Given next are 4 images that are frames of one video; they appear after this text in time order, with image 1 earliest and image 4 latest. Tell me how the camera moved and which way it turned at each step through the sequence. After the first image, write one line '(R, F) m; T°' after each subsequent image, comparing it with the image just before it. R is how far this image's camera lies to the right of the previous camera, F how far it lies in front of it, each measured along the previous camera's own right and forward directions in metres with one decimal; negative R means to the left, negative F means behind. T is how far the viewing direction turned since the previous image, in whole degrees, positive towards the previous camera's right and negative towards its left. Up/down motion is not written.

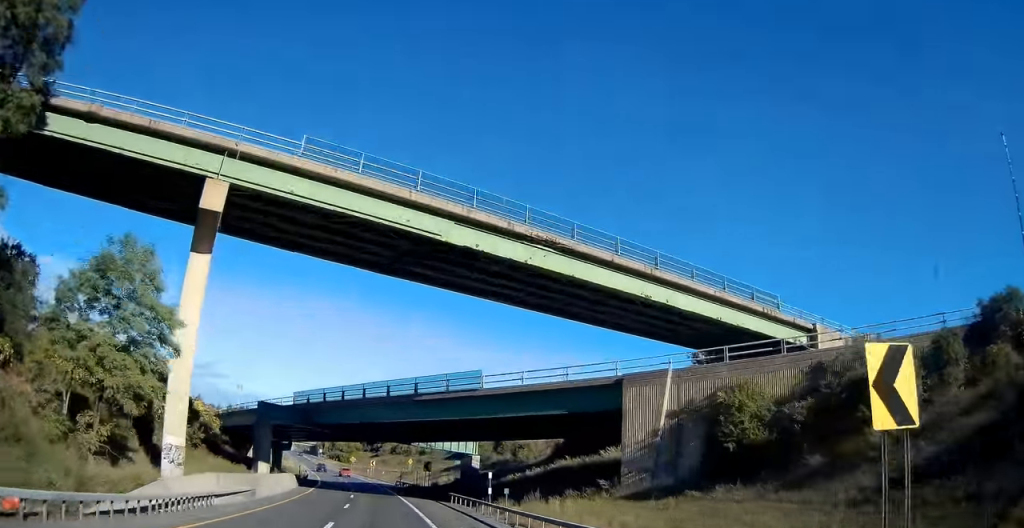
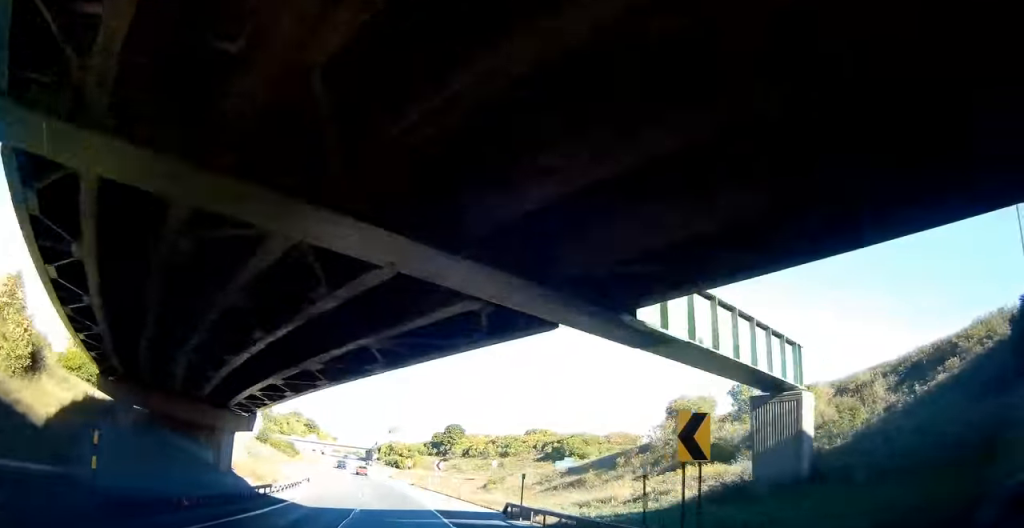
(-2.8, +52.0) m; -6°
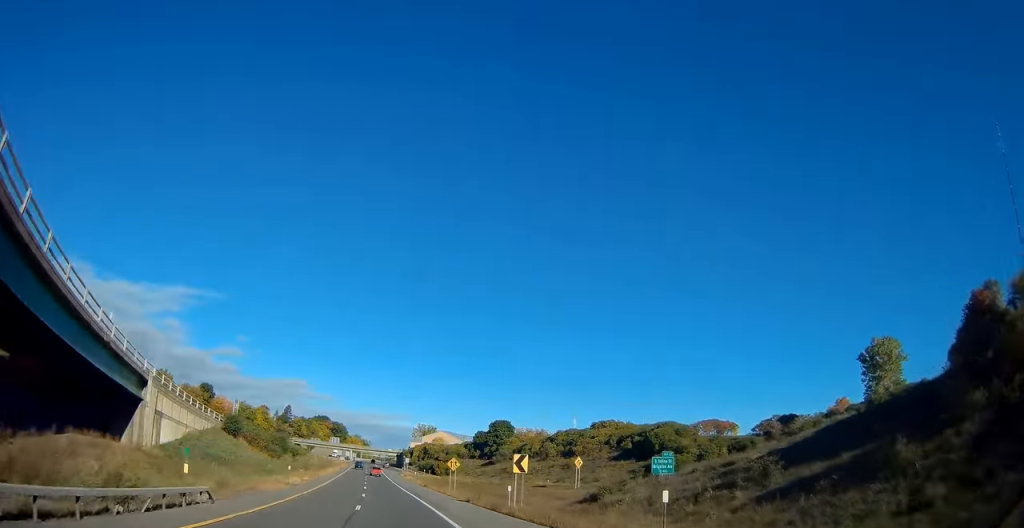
(-1.6, +36.2) m; -5°
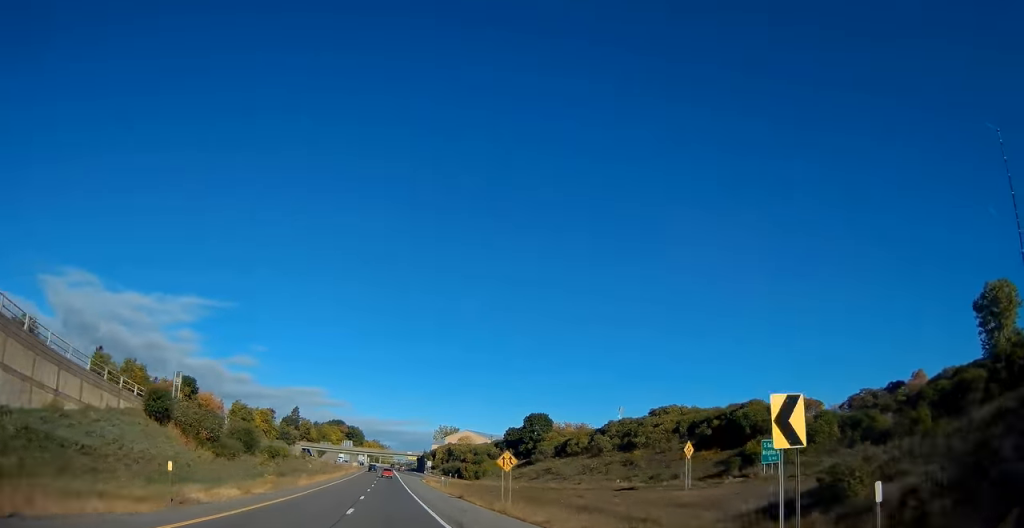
(-0.7, +26.0) m; -3°
